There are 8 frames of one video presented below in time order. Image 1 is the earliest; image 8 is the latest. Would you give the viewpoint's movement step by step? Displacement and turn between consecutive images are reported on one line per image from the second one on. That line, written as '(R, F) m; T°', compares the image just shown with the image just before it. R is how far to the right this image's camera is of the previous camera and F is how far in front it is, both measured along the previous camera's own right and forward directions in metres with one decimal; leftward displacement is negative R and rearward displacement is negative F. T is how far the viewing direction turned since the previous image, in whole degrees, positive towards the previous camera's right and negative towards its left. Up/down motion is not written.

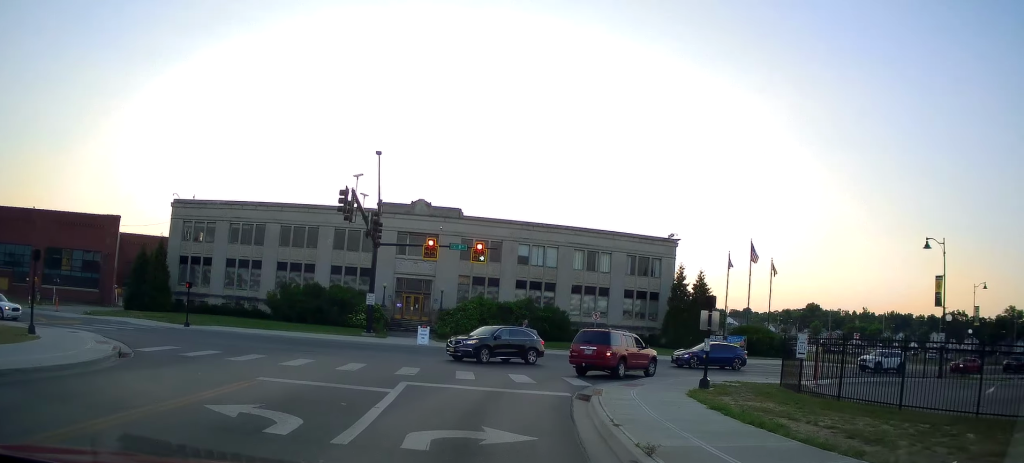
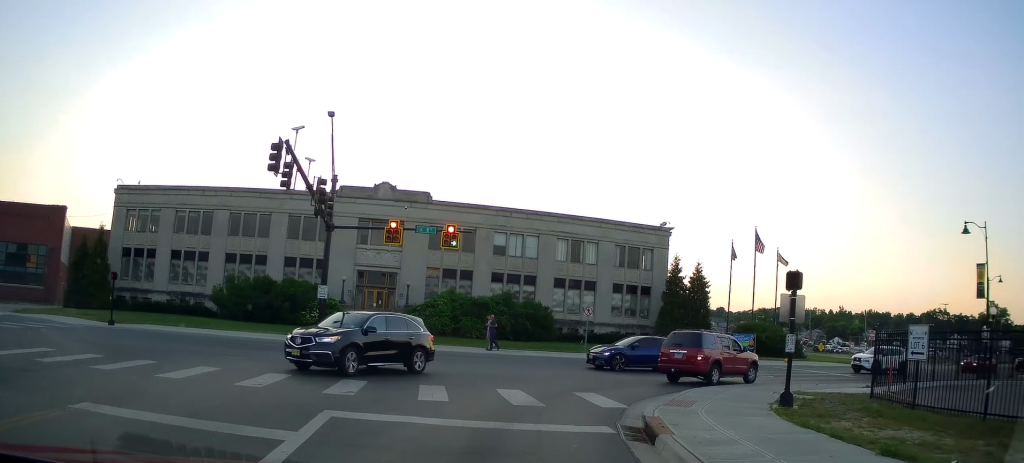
(+0.2, +6.4) m; +10°
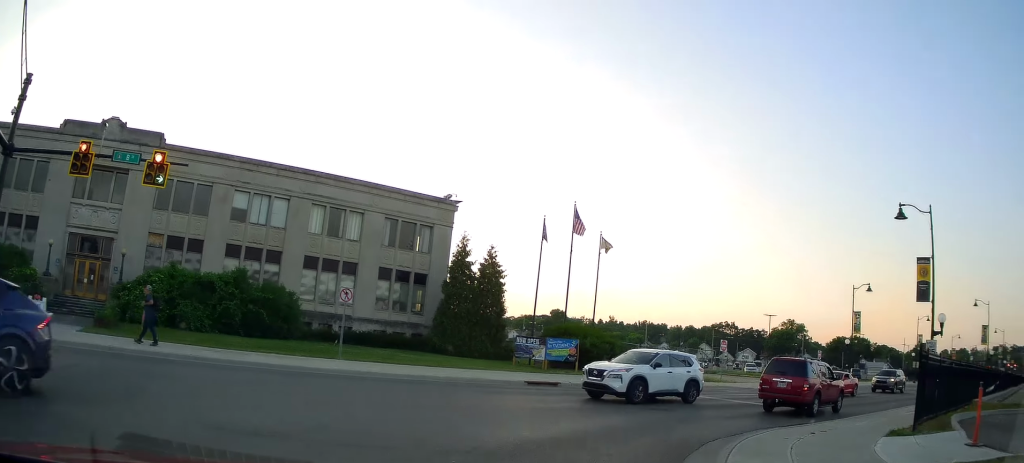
(+2.5, +11.8) m; +21°
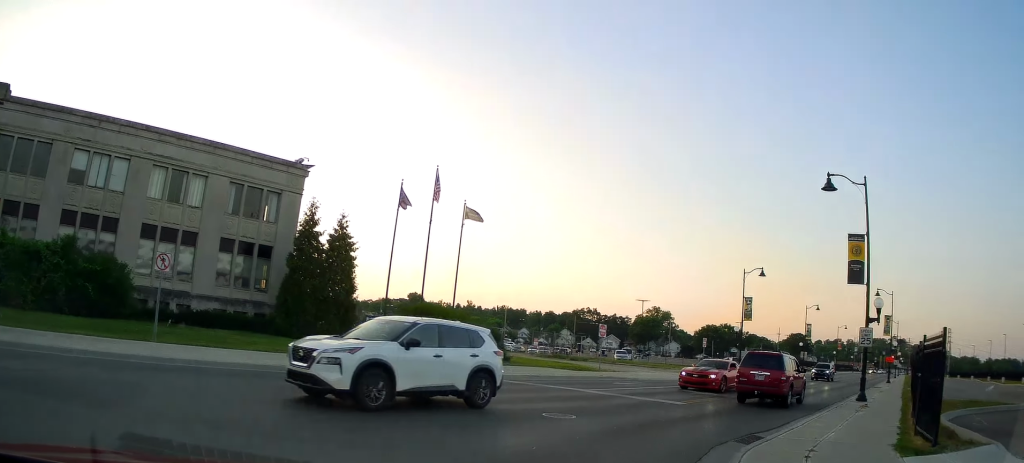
(-0.2, +4.3) m; +7°
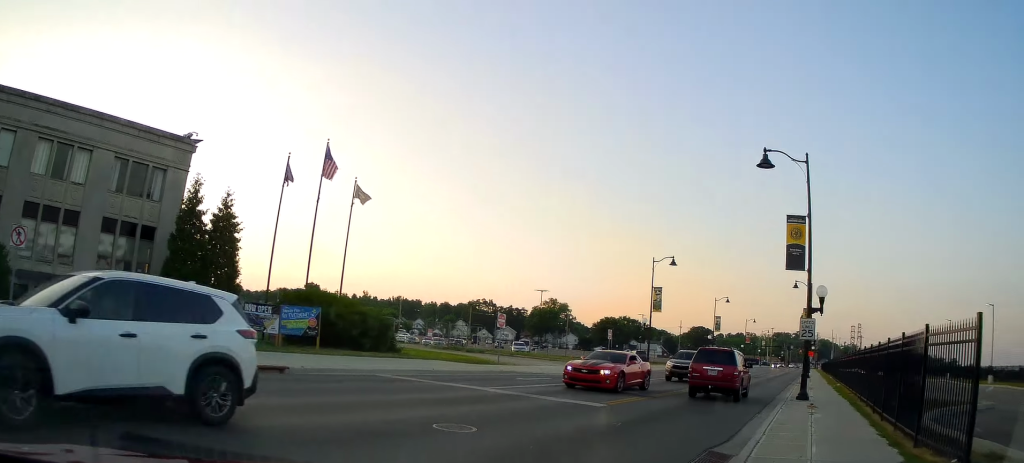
(+0.4, +2.5) m; +10°
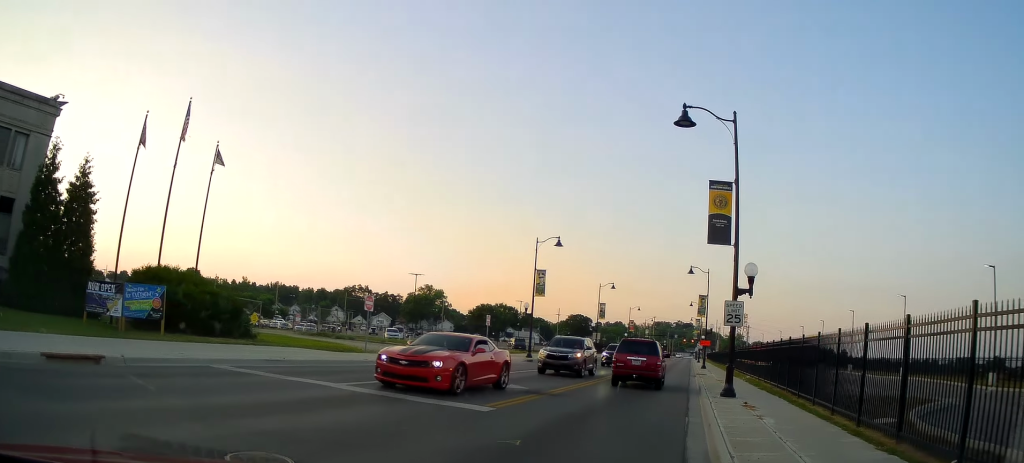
(0.0, +3.2) m; +12°
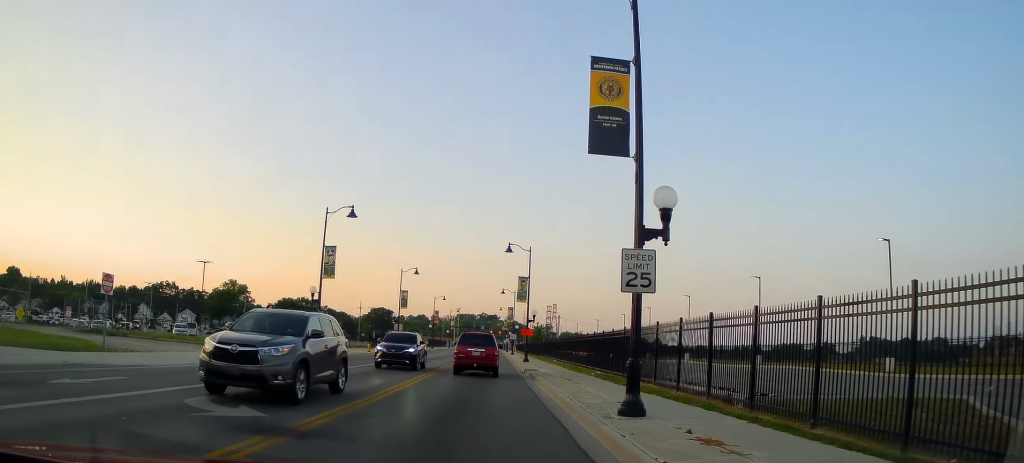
(+1.8, +7.3) m; +20°
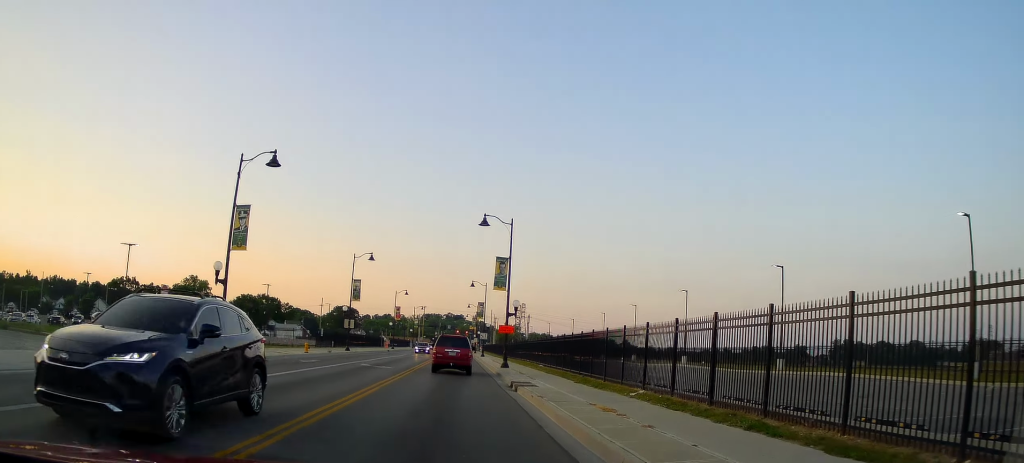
(+0.7, +10.6) m; +3°
